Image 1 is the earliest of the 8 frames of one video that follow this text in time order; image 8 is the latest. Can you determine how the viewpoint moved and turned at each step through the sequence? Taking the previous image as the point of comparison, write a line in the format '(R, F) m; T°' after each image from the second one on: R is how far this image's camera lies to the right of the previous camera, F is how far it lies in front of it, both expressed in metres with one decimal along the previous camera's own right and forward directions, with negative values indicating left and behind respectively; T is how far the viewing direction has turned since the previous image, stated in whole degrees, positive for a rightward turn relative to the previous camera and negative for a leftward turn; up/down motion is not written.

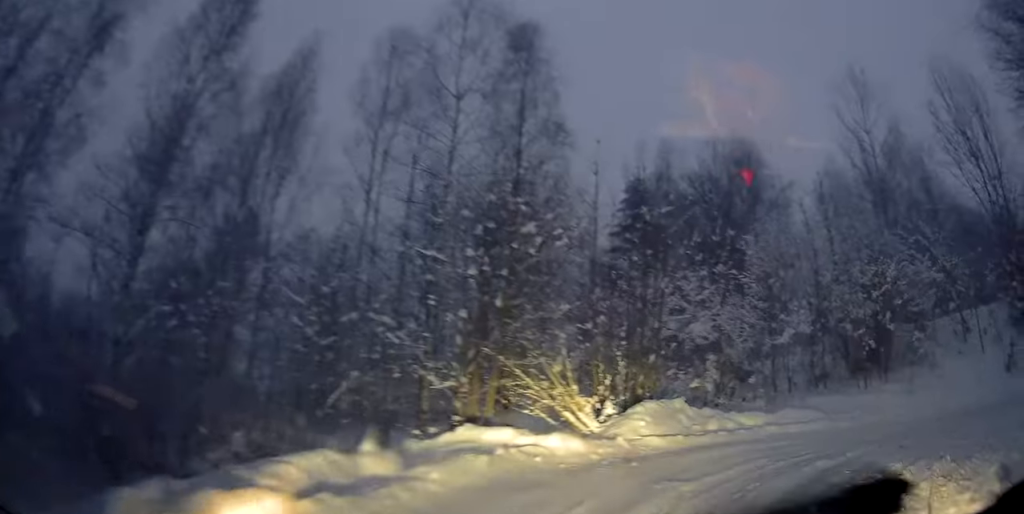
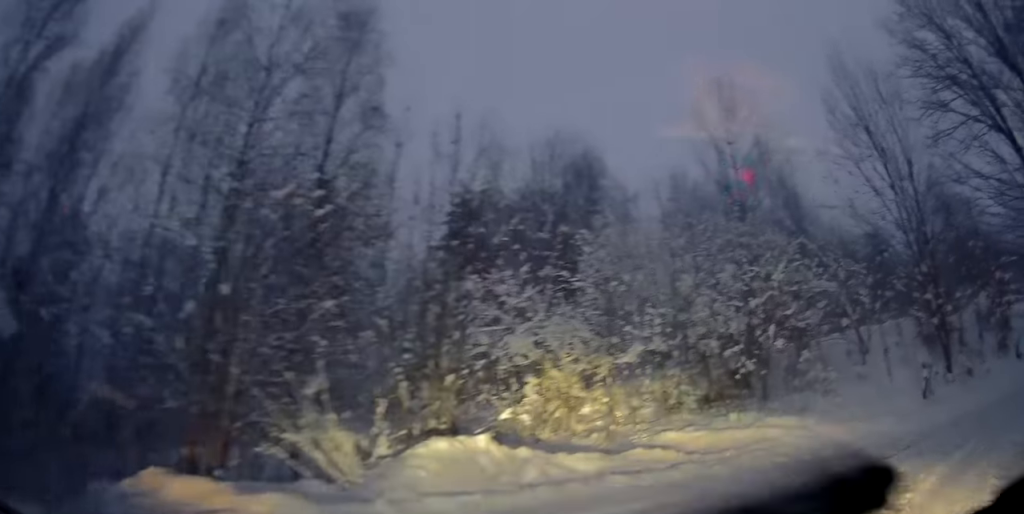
(+0.4, +3.1) m; +14°
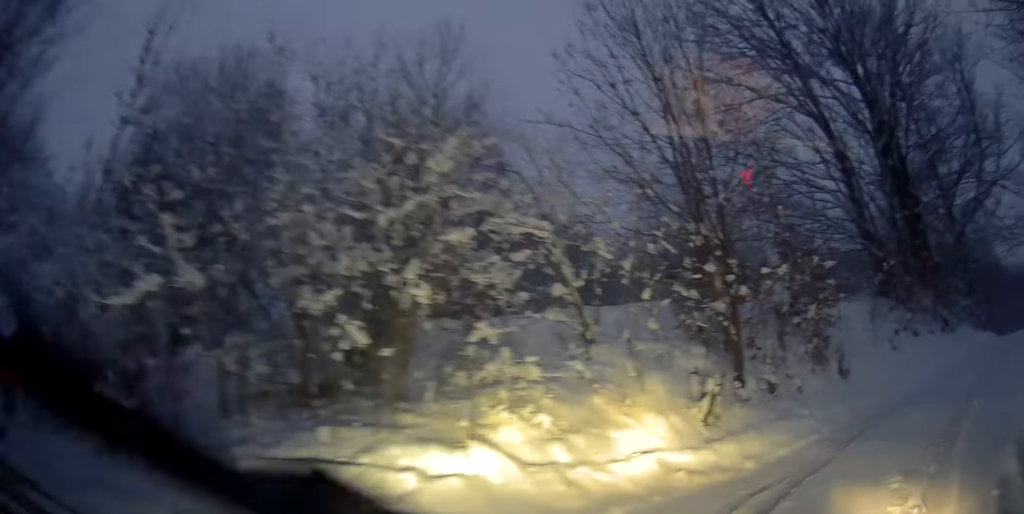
(+1.5, +5.7) m; +26°
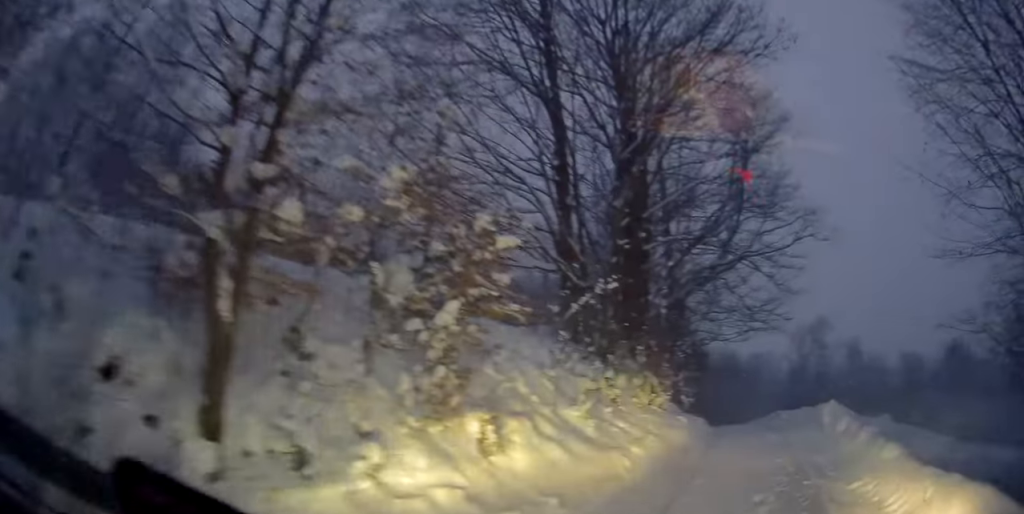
(+1.1, +5.9) m; +27°
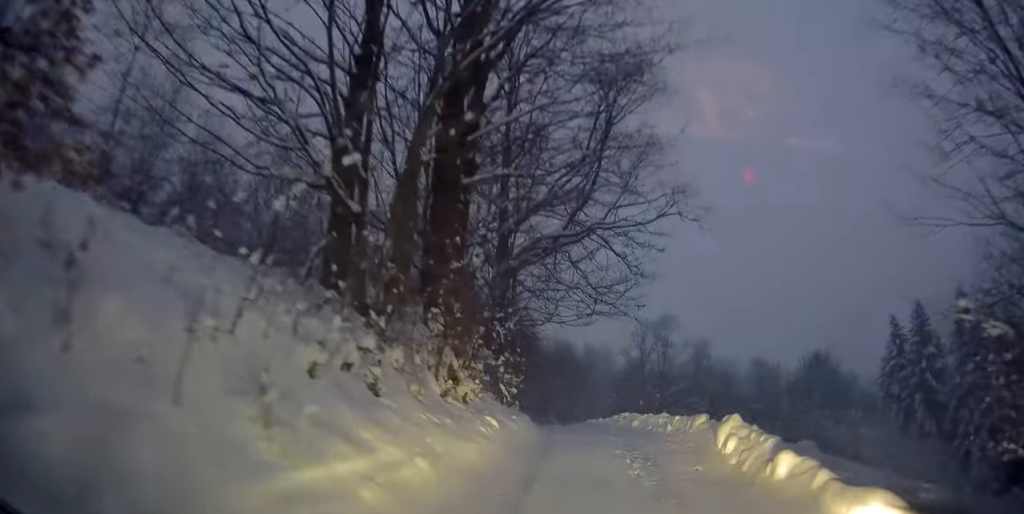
(+1.0, +5.0) m; +14°
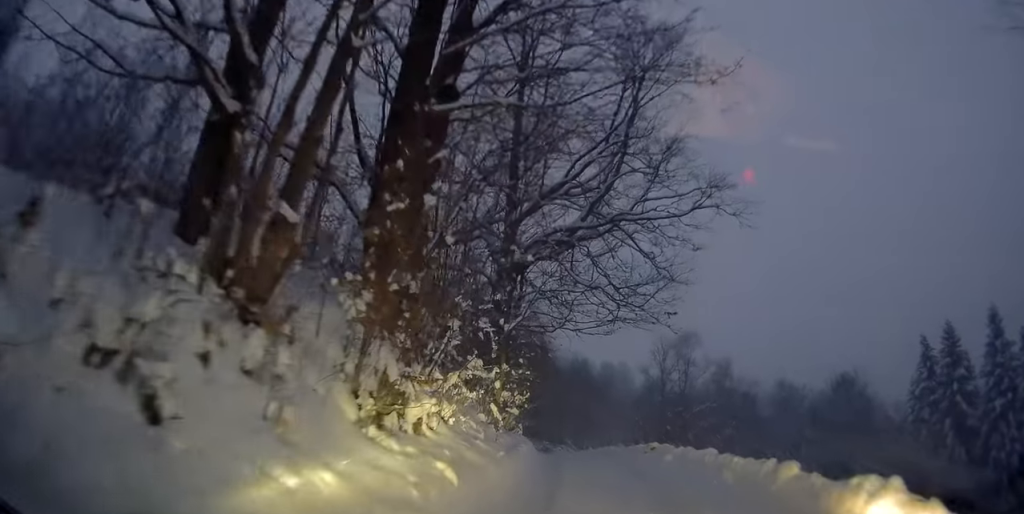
(+0.2, +4.4) m; +2°
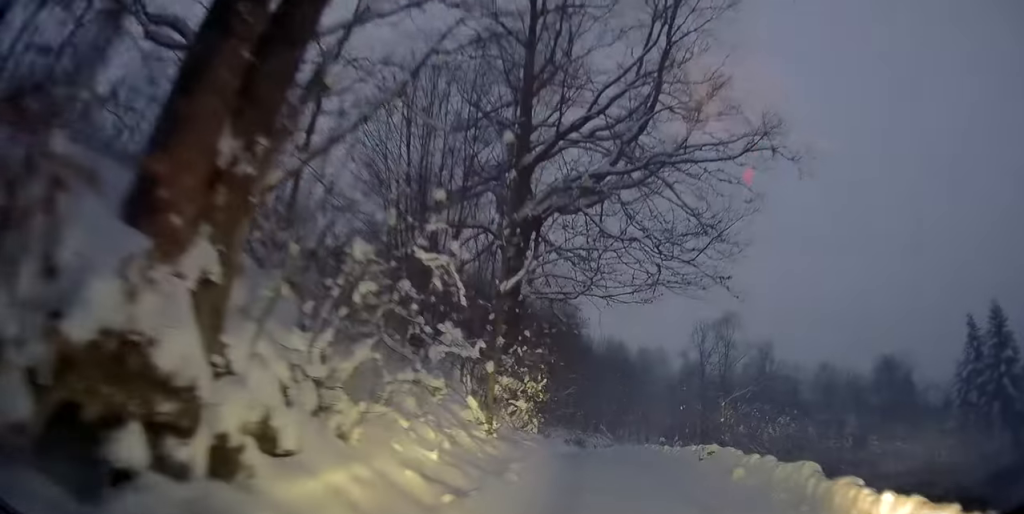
(0.0, +4.6) m; -2°
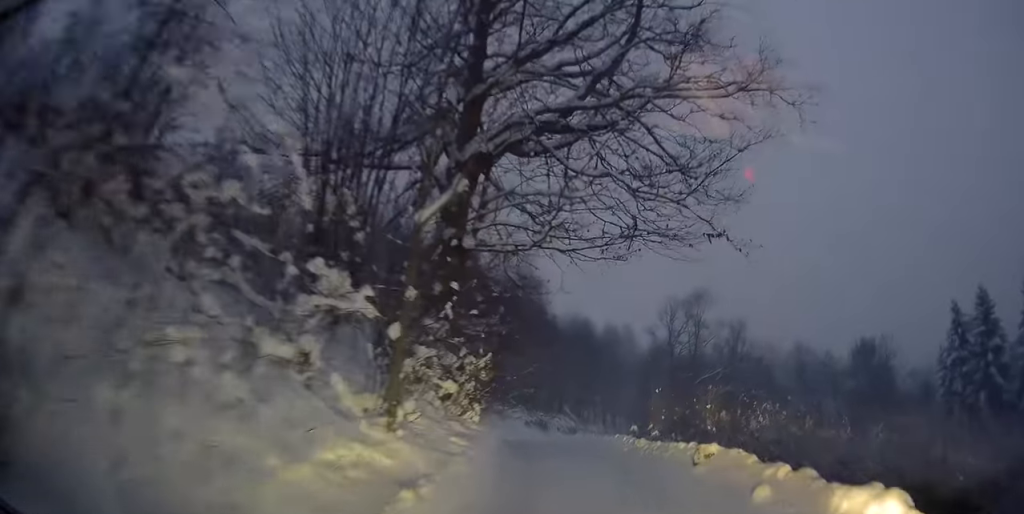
(-0.1, +3.3) m; -4°
